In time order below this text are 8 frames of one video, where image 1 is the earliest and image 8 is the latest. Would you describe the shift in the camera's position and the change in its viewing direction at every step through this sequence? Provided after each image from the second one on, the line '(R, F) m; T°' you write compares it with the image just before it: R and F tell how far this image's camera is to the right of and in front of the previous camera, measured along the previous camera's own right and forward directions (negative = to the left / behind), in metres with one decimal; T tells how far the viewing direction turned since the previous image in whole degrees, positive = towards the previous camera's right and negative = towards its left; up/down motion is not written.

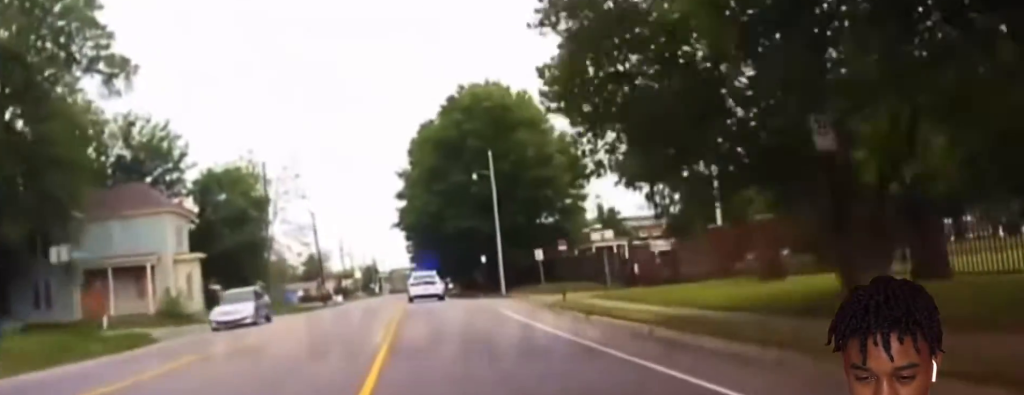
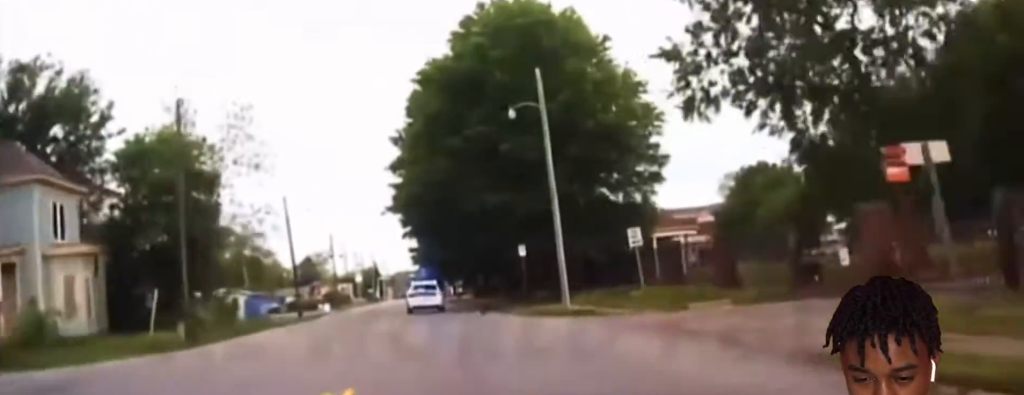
(0.0, +21.1) m; 0°
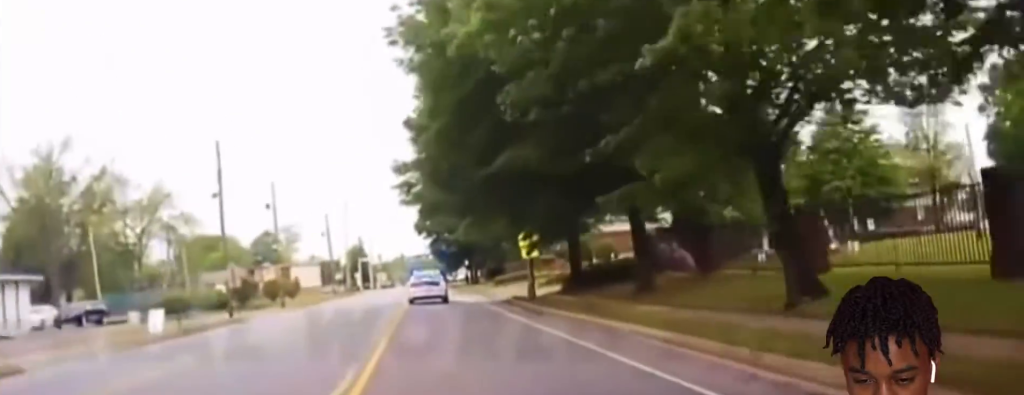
(-0.3, +68.6) m; 0°
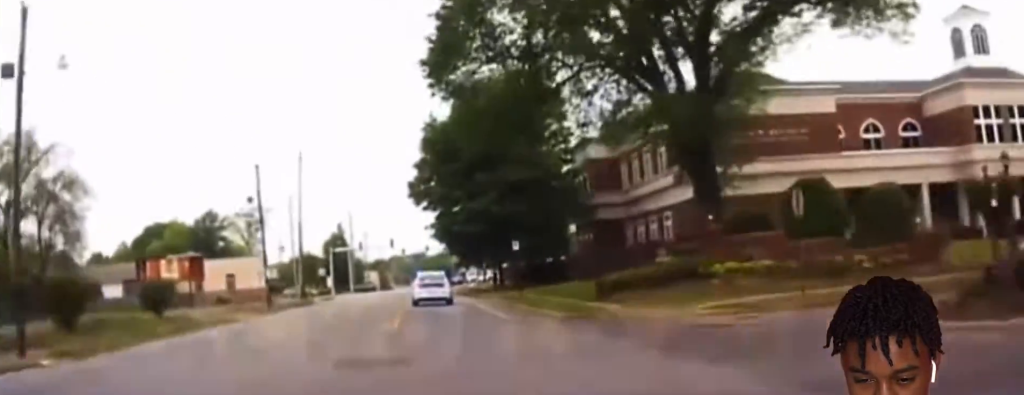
(+0.1, +52.2) m; 0°
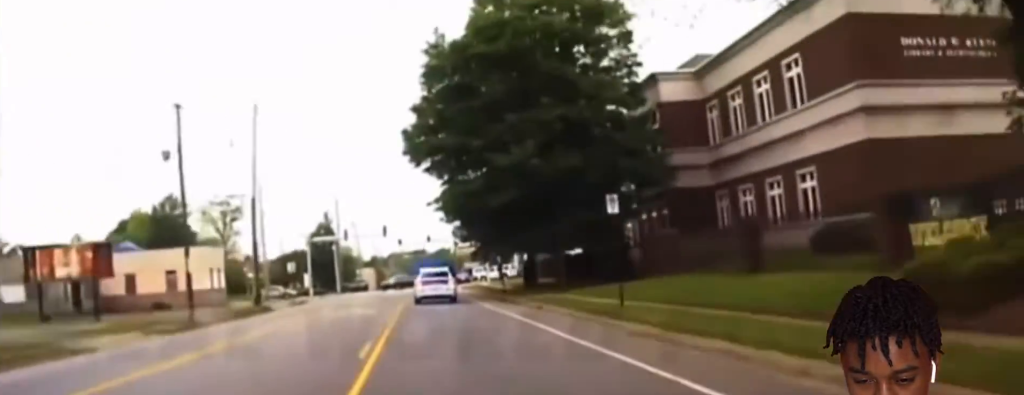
(0.0, +25.3) m; 0°
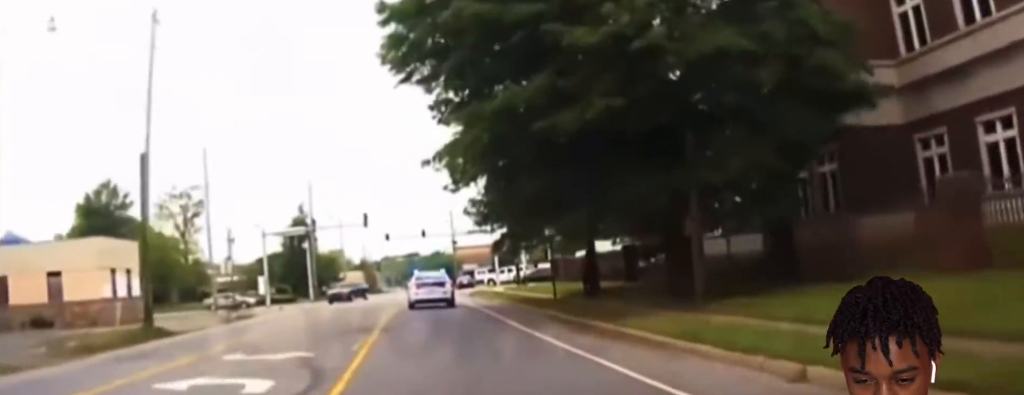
(0.0, +25.6) m; 0°
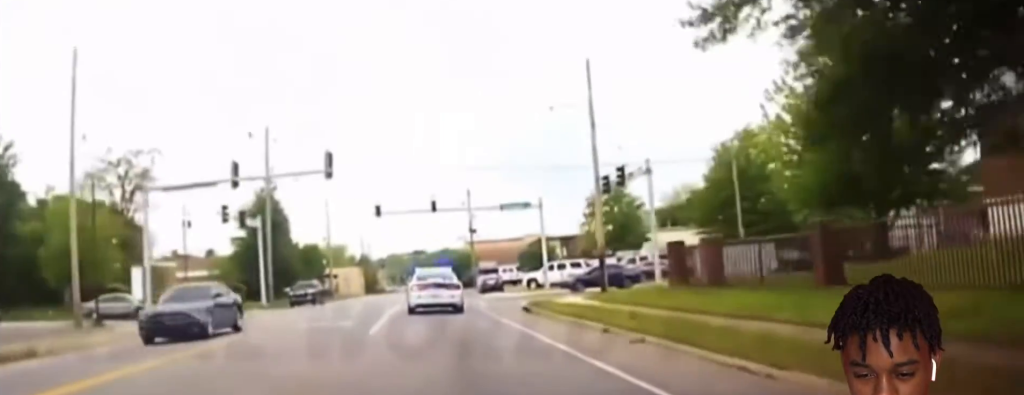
(0.0, +37.8) m; 0°
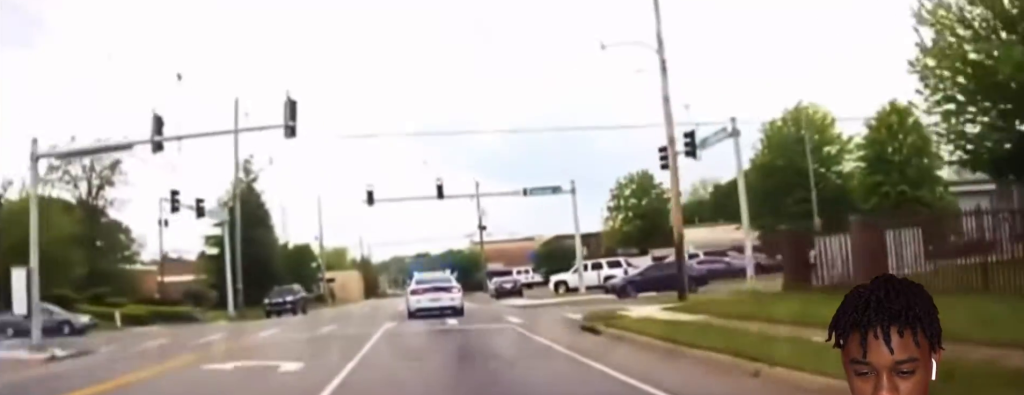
(0.0, +15.1) m; 0°
